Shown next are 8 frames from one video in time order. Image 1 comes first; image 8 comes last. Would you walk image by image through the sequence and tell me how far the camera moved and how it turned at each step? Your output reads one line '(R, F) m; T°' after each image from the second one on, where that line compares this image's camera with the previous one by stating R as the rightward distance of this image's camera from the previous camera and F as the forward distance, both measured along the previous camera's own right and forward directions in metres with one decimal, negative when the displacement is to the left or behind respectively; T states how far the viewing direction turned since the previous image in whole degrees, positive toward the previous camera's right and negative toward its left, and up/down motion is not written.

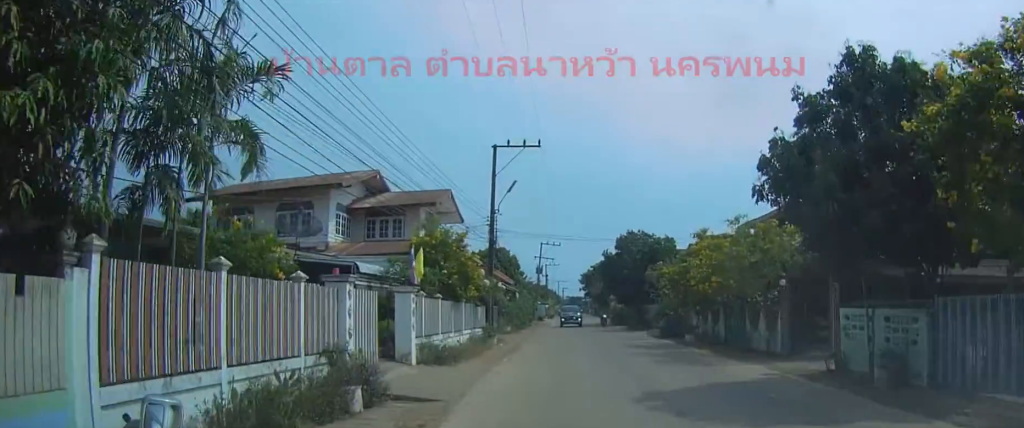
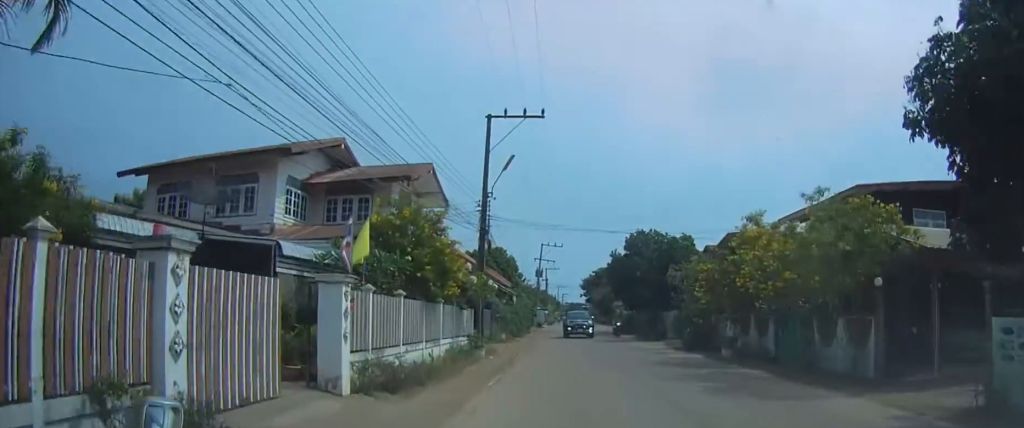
(0.0, +6.5) m; 0°
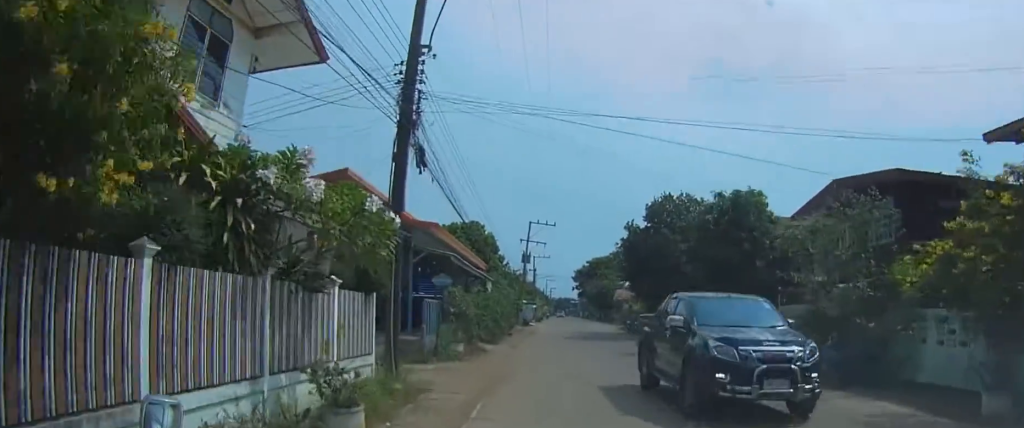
(+0.3, +18.7) m; +2°
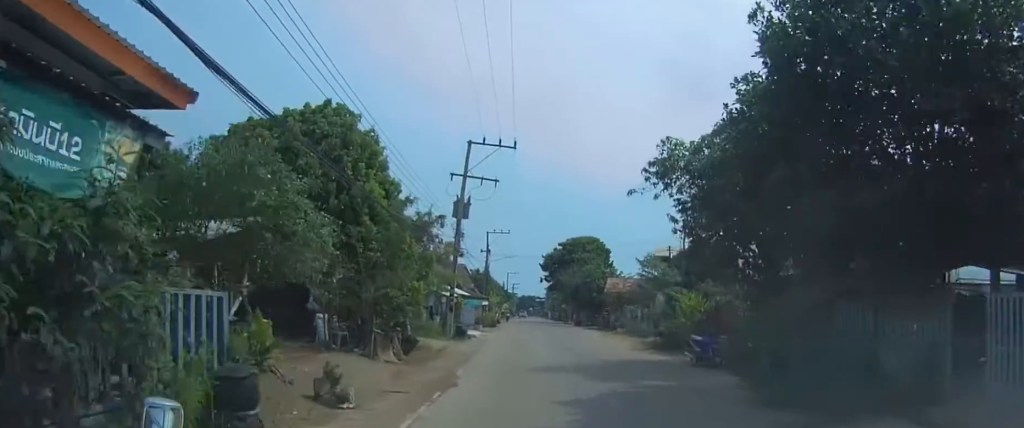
(+1.0, +36.8) m; +3°
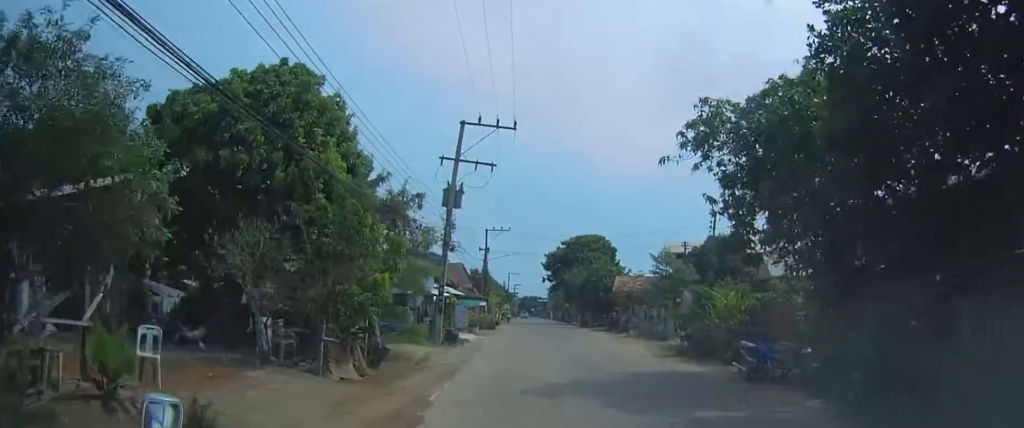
(0.0, +5.1) m; 0°
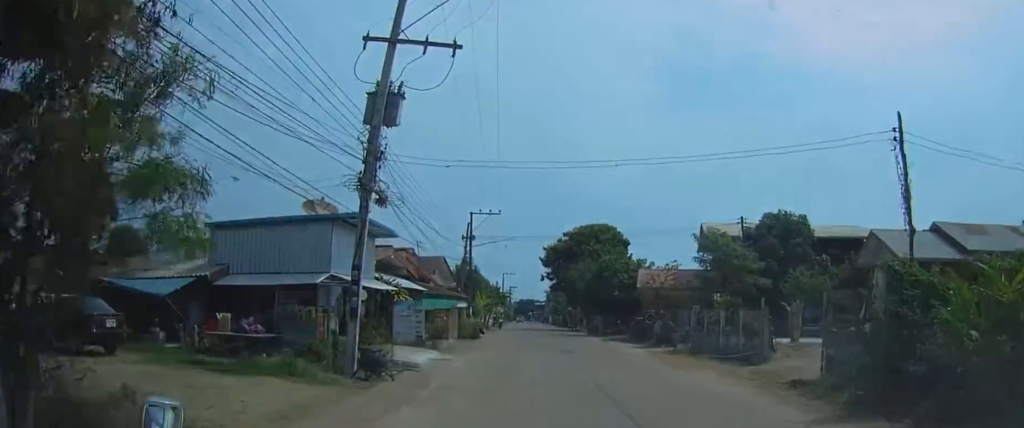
(+0.2, +14.1) m; 0°
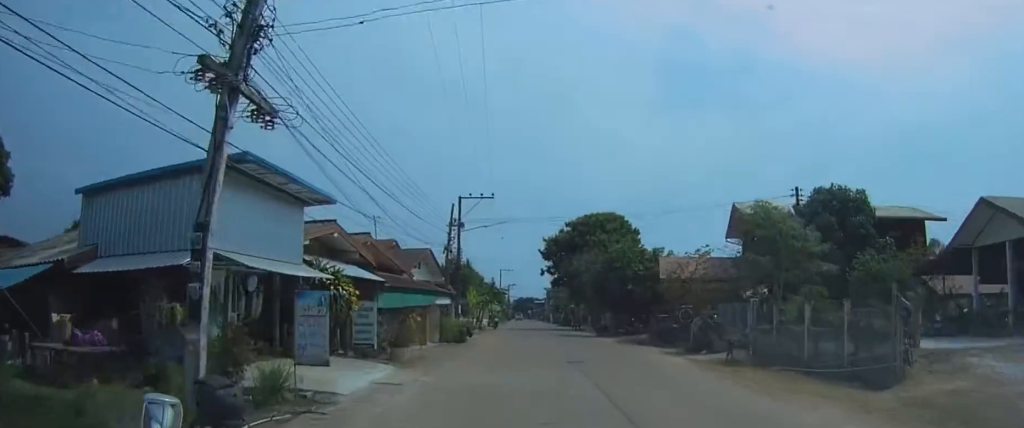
(-0.1, +7.5) m; -1°
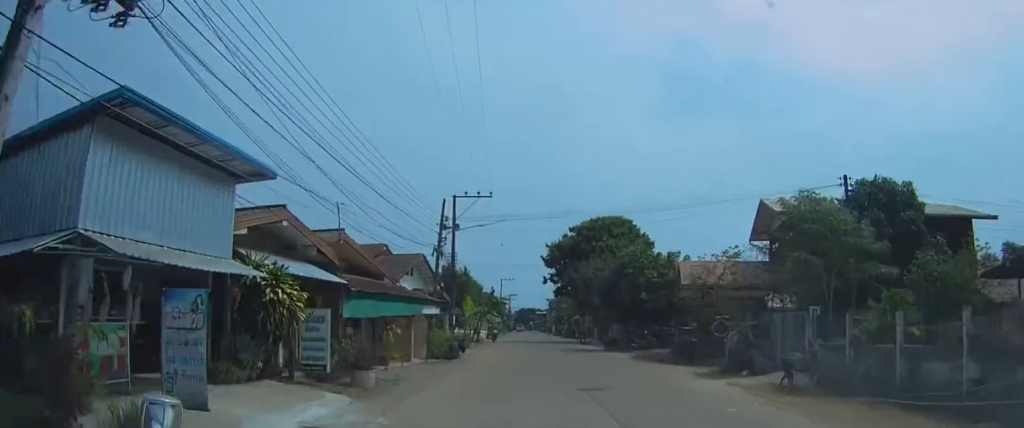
(0.0, +4.3) m; 0°
